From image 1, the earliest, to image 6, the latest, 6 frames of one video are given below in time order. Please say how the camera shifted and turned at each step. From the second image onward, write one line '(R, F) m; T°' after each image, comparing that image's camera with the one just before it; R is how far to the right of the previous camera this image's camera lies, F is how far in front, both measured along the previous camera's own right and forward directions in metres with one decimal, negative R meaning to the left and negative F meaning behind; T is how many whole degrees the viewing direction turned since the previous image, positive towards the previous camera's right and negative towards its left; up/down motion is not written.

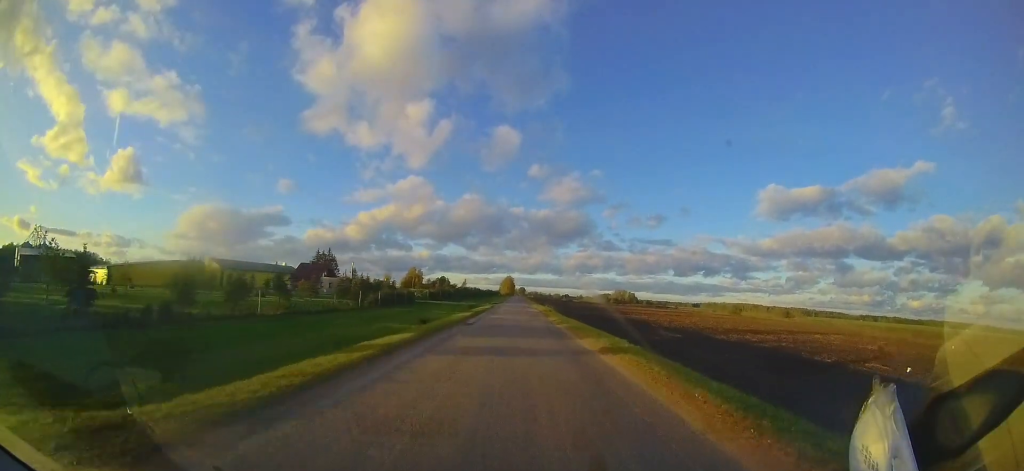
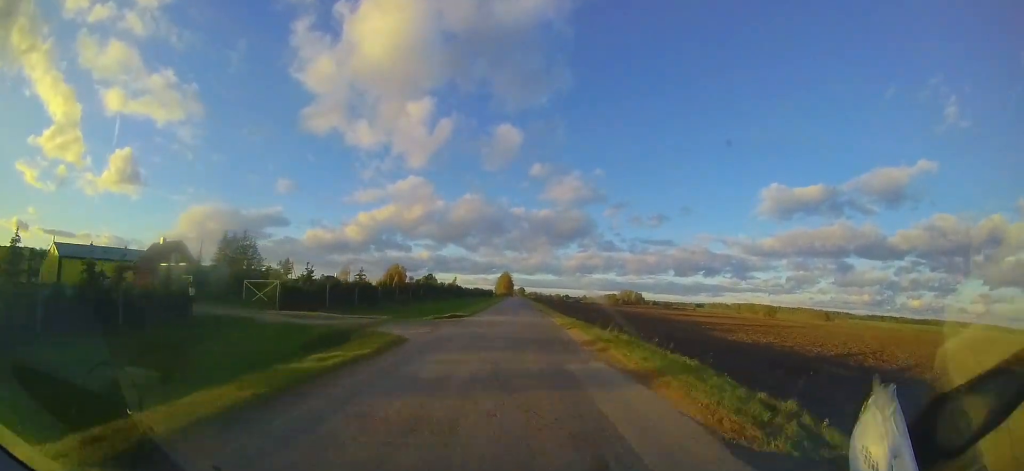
(+0.6, +42.0) m; +1°
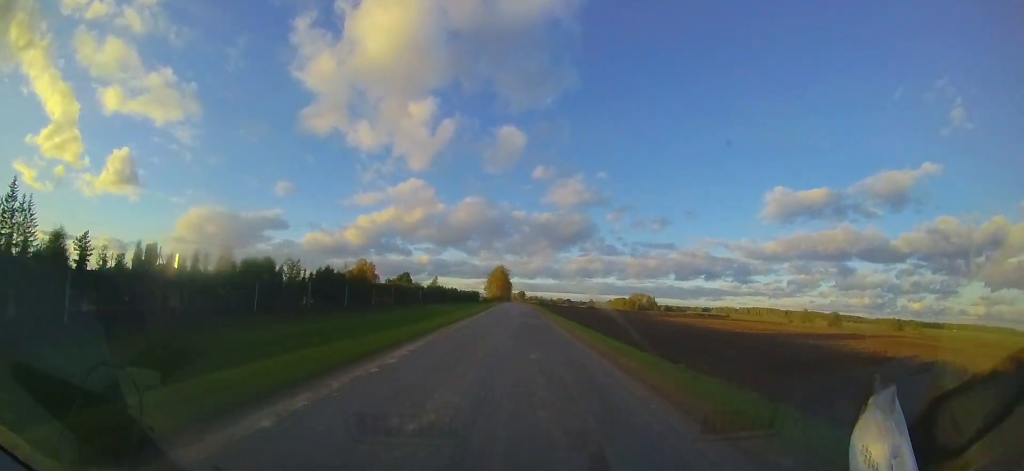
(-0.6, +56.0) m; -1°
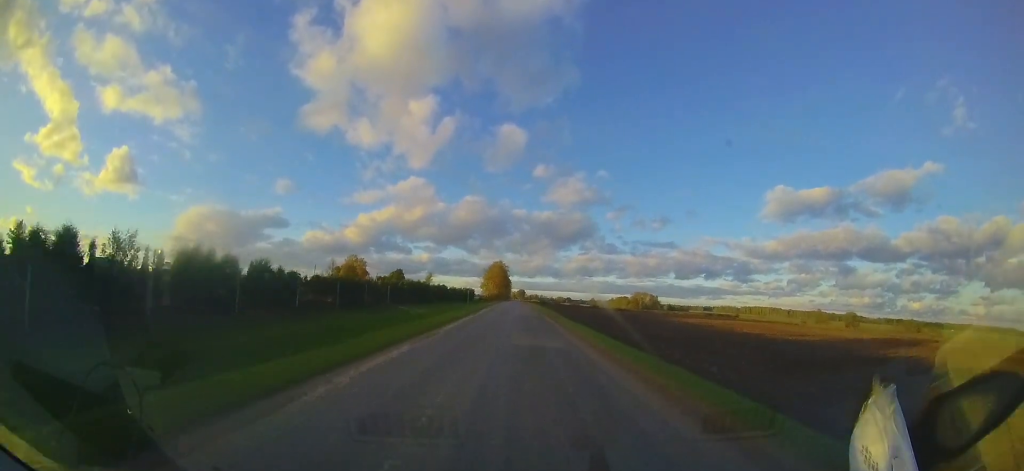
(+0.1, +12.1) m; 0°
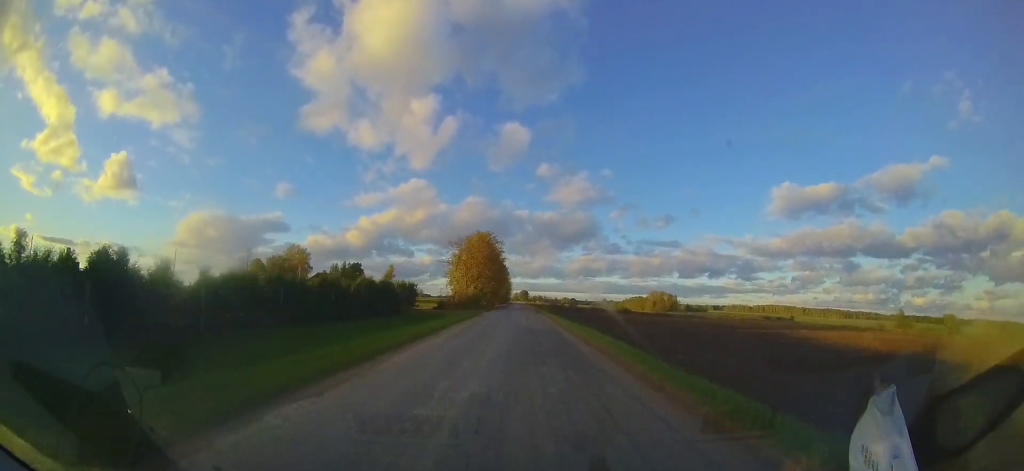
(+0.1, +54.9) m; -1°
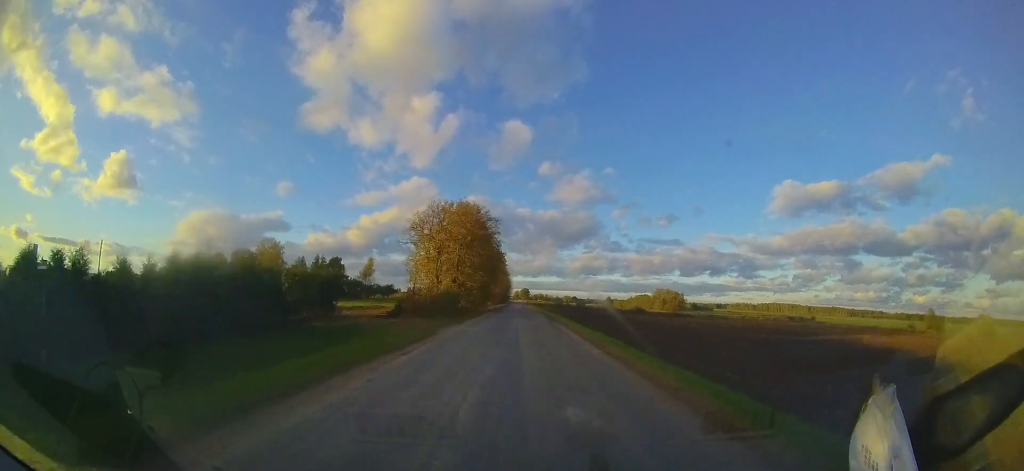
(-0.4, +16.7) m; 0°
